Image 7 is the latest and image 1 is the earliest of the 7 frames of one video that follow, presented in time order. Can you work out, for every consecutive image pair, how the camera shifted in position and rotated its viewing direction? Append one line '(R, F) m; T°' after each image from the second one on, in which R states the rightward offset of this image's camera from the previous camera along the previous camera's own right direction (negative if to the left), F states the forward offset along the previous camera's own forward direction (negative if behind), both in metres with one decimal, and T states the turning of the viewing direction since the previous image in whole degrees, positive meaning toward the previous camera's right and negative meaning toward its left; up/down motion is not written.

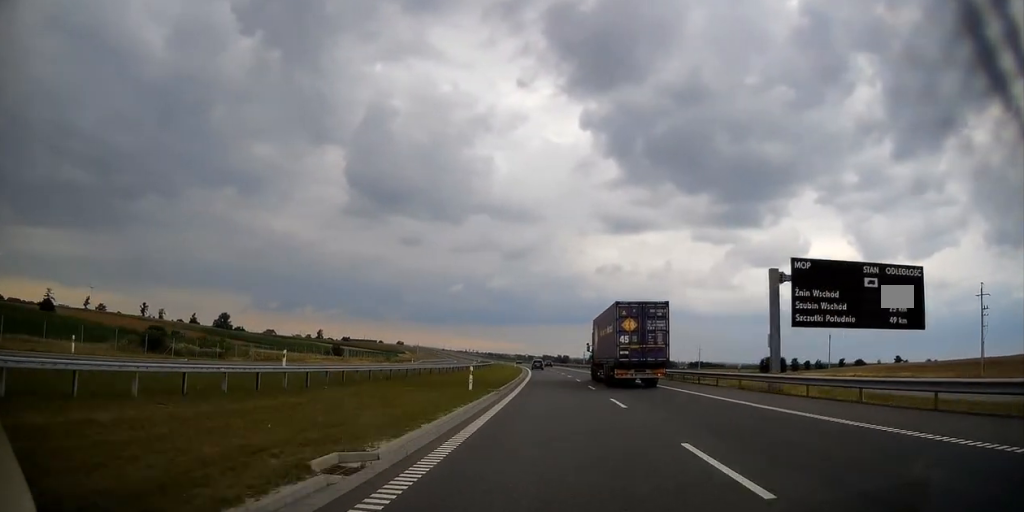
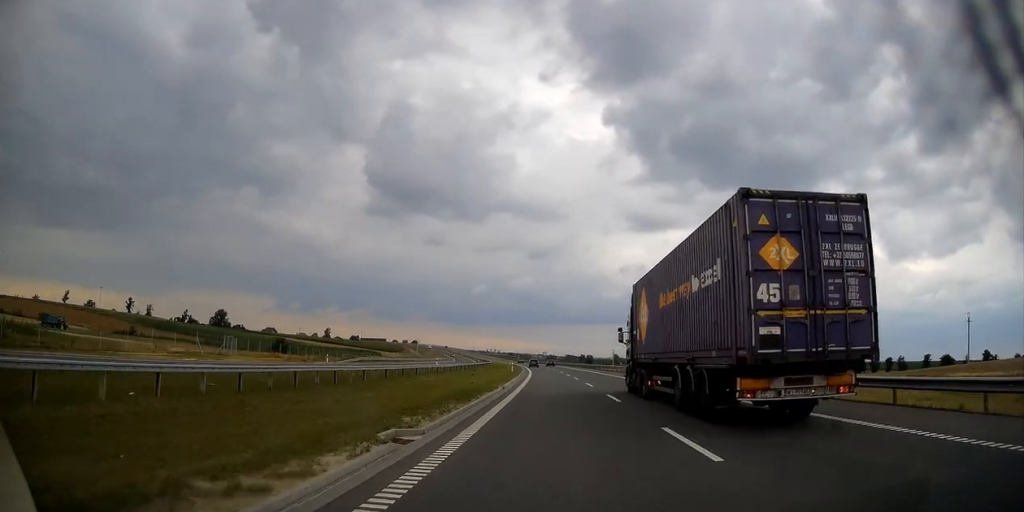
(-0.8, +57.2) m; -2°
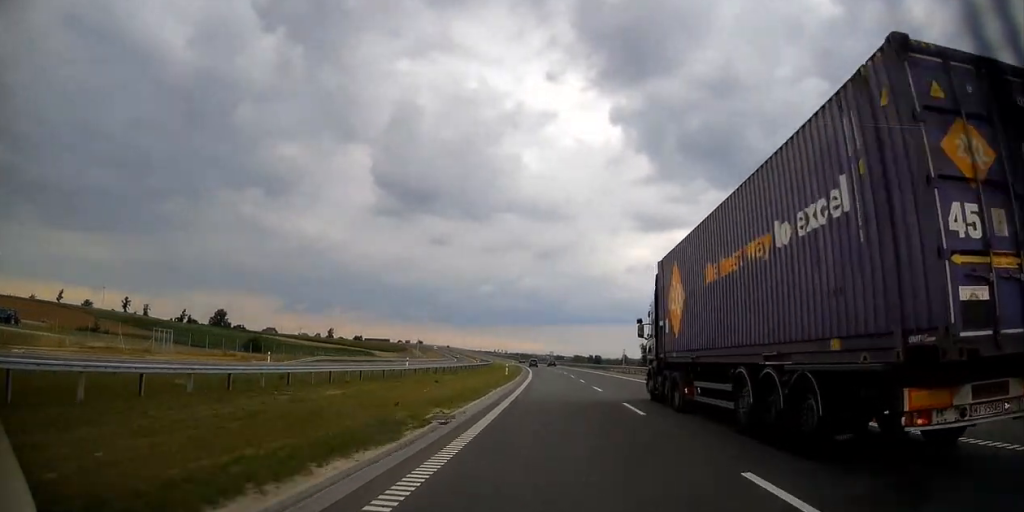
(-0.2, +16.8) m; -1°
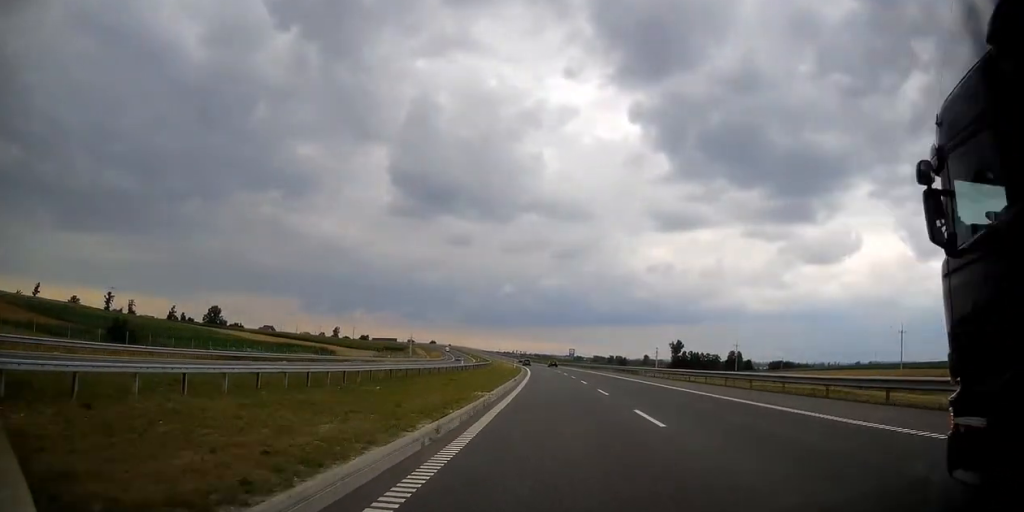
(-0.7, +50.4) m; -2°
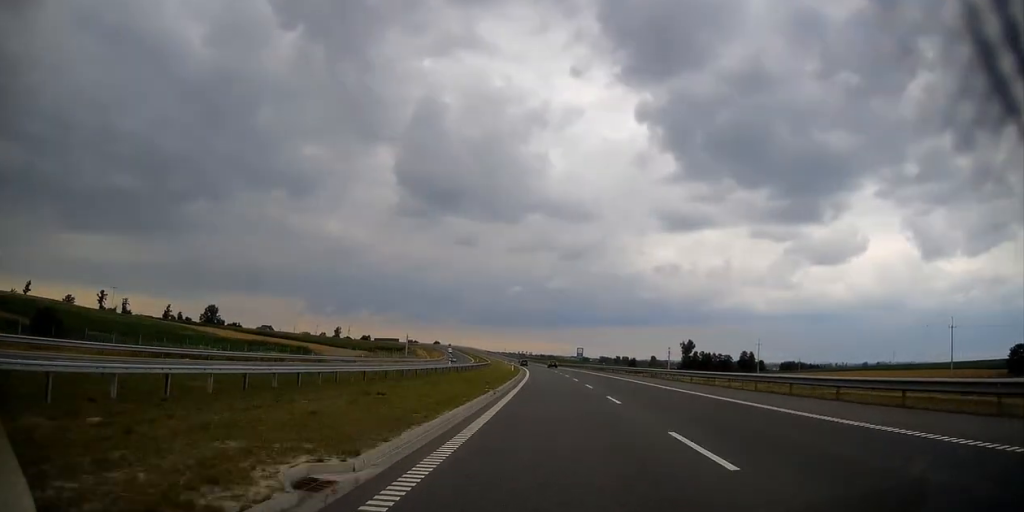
(-0.2, +16.8) m; -1°
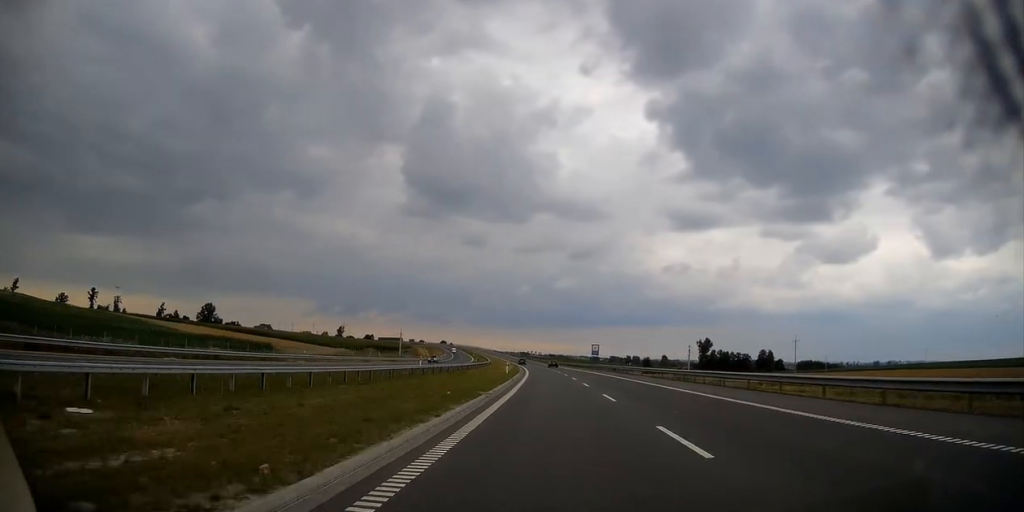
(-0.1, +22.9) m; -1°
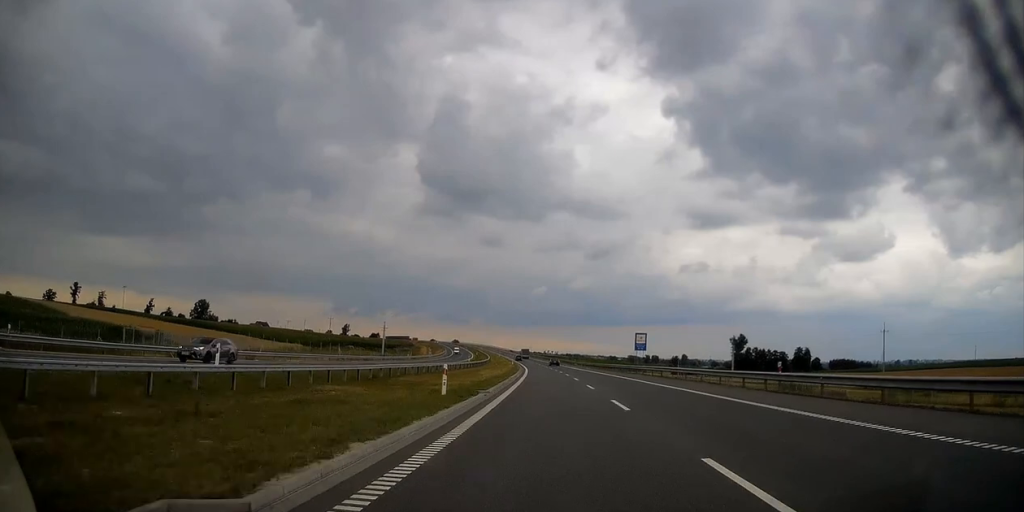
(-0.6, +39.9) m; -1°
